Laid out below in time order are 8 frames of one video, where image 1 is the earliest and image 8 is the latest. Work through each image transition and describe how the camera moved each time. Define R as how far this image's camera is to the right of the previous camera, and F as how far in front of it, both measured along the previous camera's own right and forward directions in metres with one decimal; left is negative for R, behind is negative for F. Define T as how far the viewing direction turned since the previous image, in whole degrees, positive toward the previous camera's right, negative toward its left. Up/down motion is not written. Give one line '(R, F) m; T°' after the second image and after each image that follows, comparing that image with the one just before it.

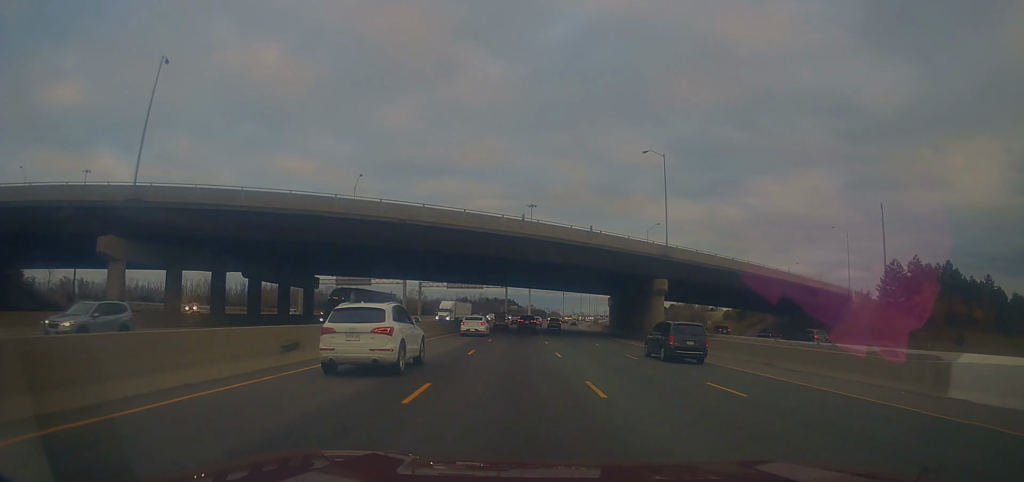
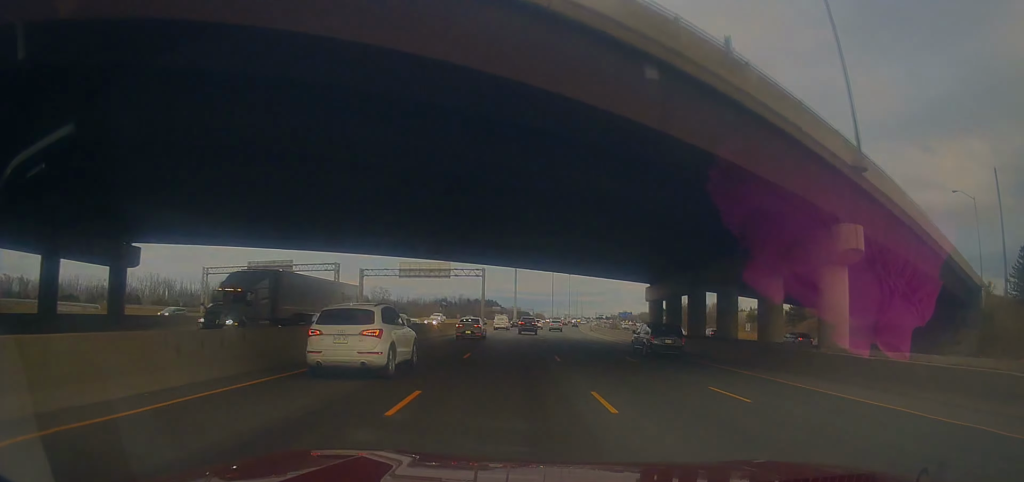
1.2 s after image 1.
(+0.8, +36.6) m; +2°
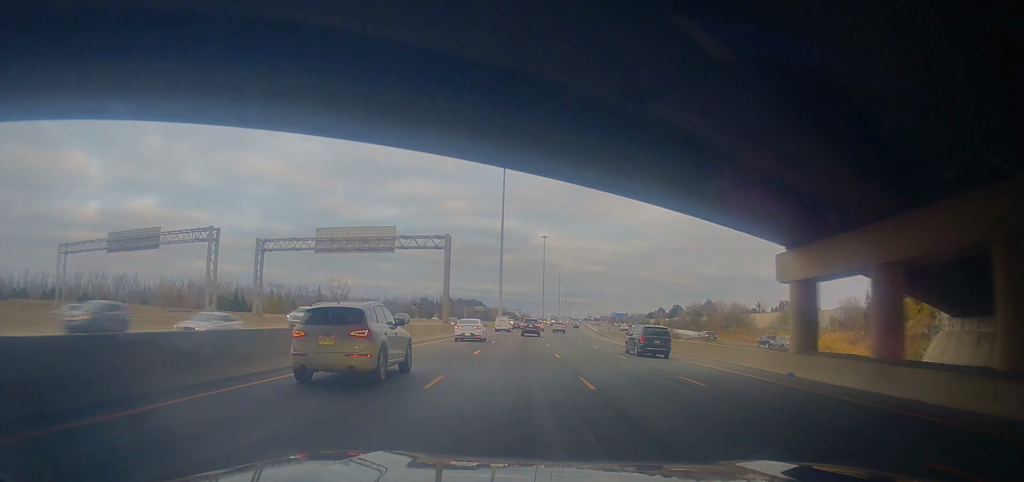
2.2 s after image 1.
(+0.3, +32.5) m; +2°
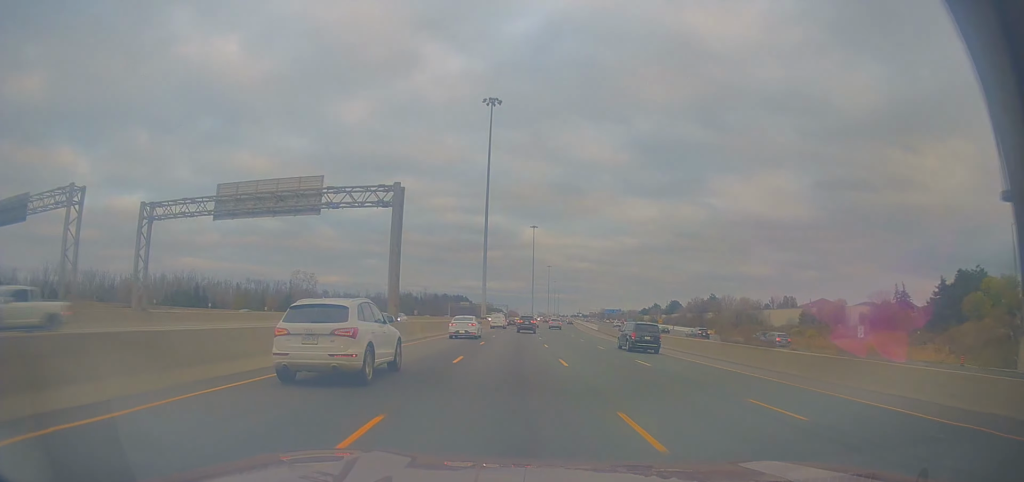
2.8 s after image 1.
(+0.2, +17.9) m; +1°
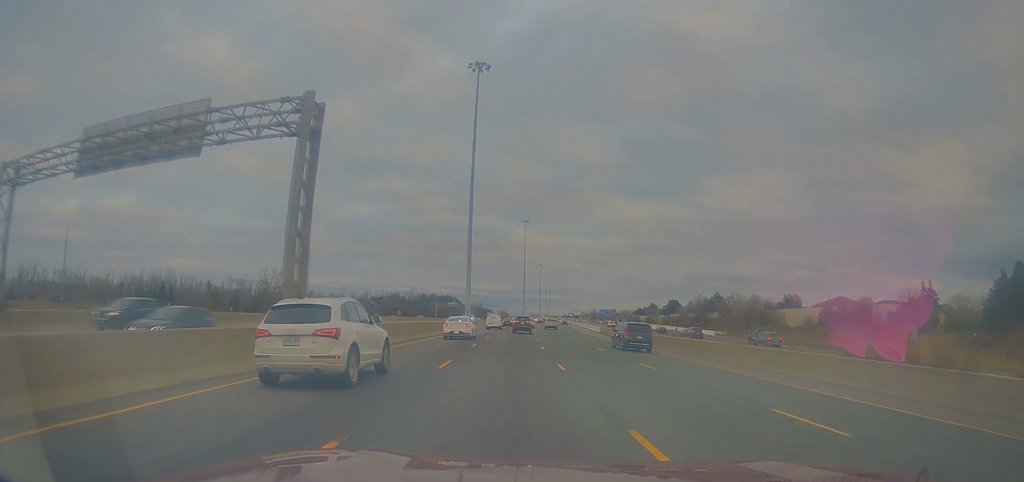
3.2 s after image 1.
(+0.1, +13.7) m; +1°
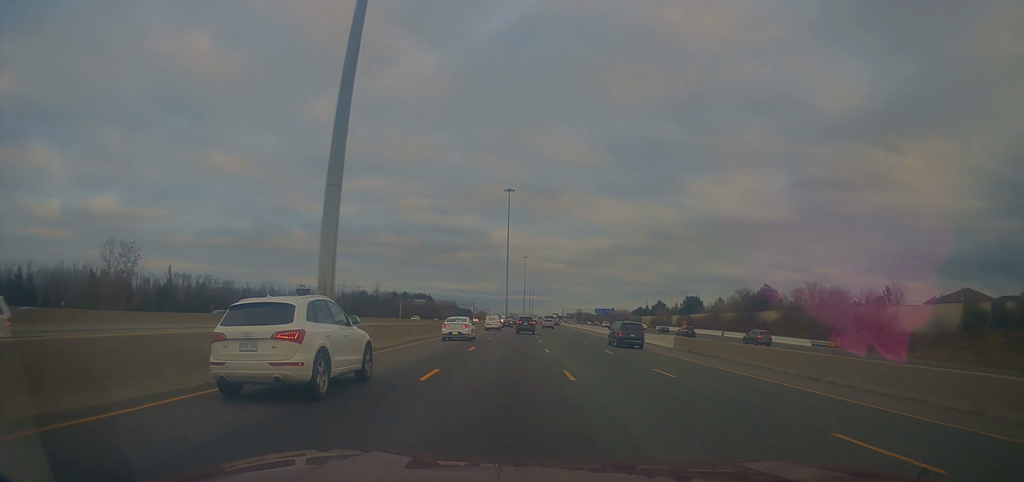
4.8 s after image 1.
(+1.7, +50.7) m; +4°
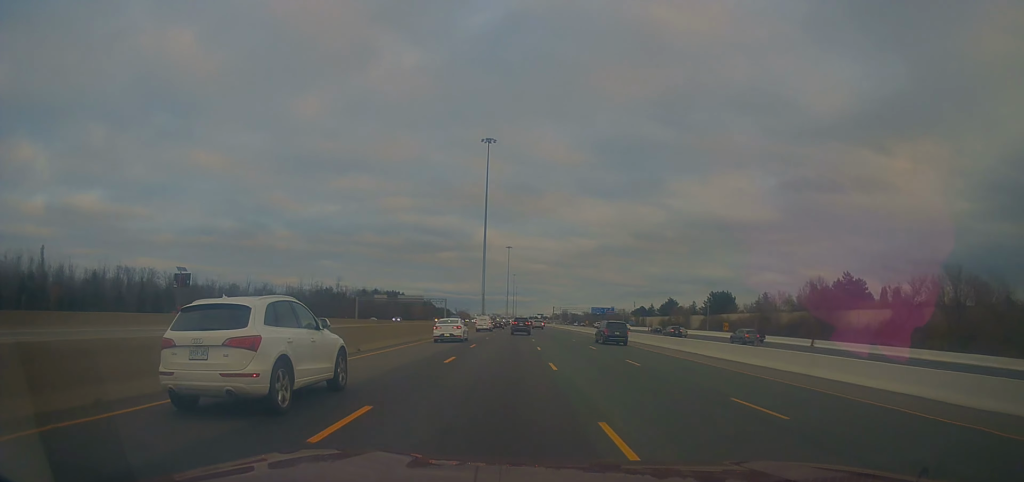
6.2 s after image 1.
(+0.6, +44.8) m; +1°
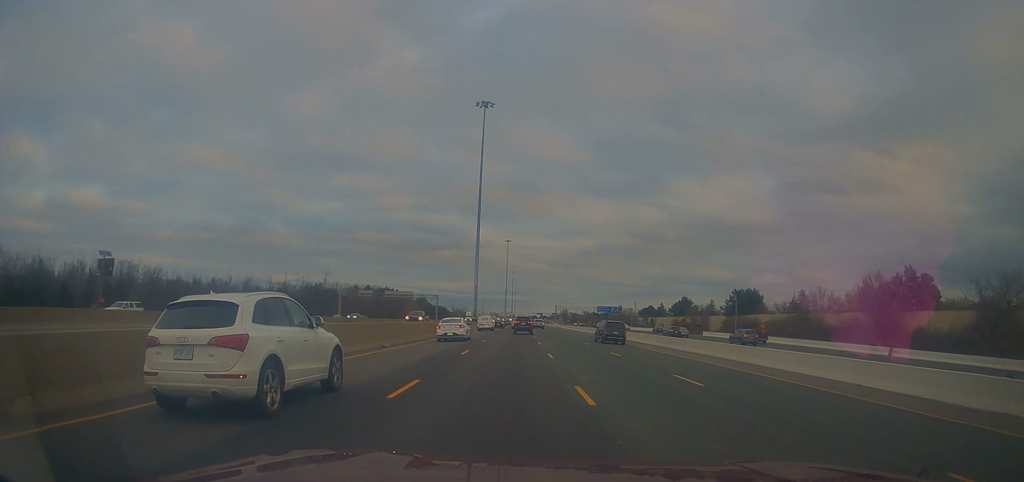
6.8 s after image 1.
(-0.1, +19.2) m; 0°
